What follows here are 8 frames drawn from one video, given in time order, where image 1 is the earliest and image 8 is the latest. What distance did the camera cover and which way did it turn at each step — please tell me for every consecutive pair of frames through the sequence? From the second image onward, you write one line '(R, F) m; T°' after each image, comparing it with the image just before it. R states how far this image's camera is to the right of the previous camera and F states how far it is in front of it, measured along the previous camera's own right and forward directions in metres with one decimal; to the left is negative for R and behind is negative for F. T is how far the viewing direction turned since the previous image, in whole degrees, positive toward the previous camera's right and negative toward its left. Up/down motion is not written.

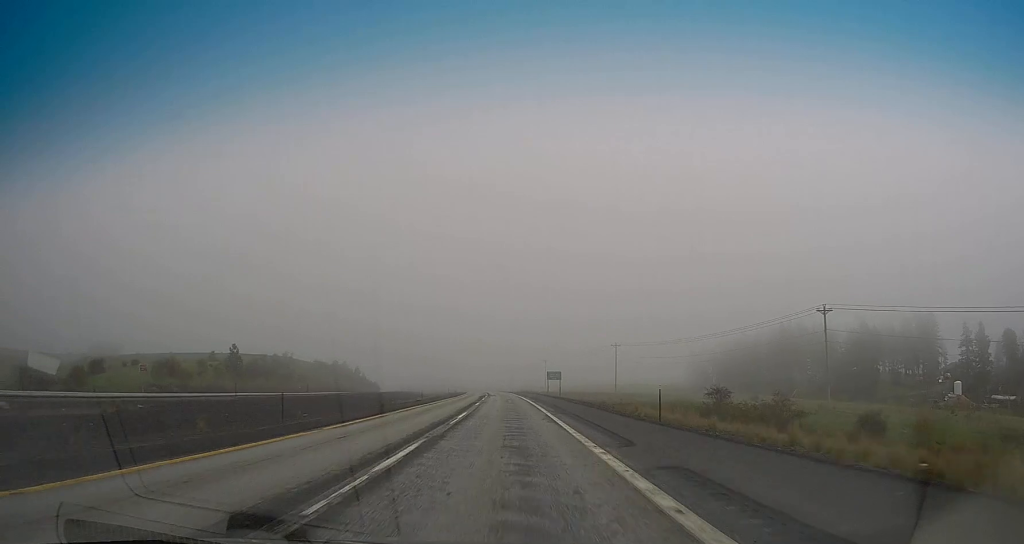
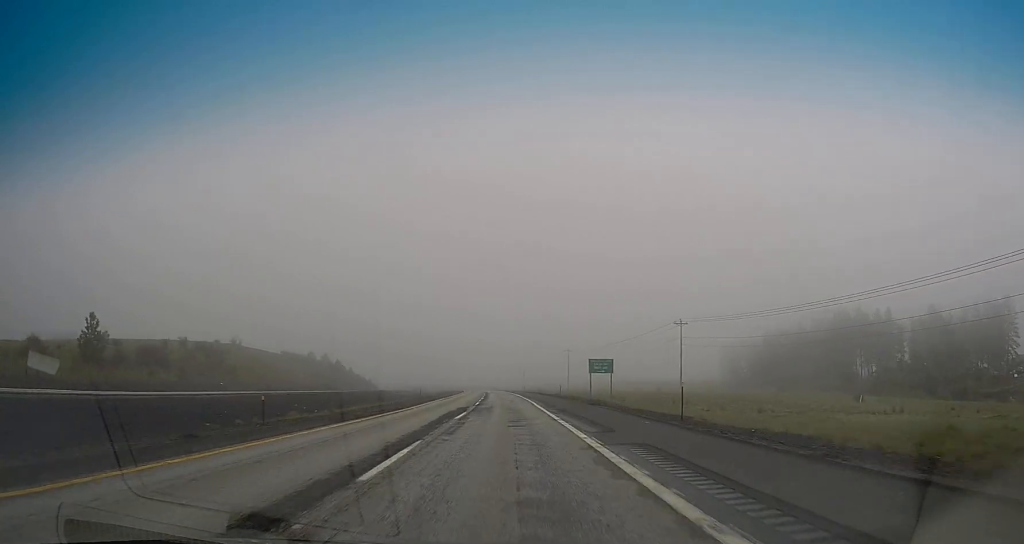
(-0.1, +47.9) m; 0°
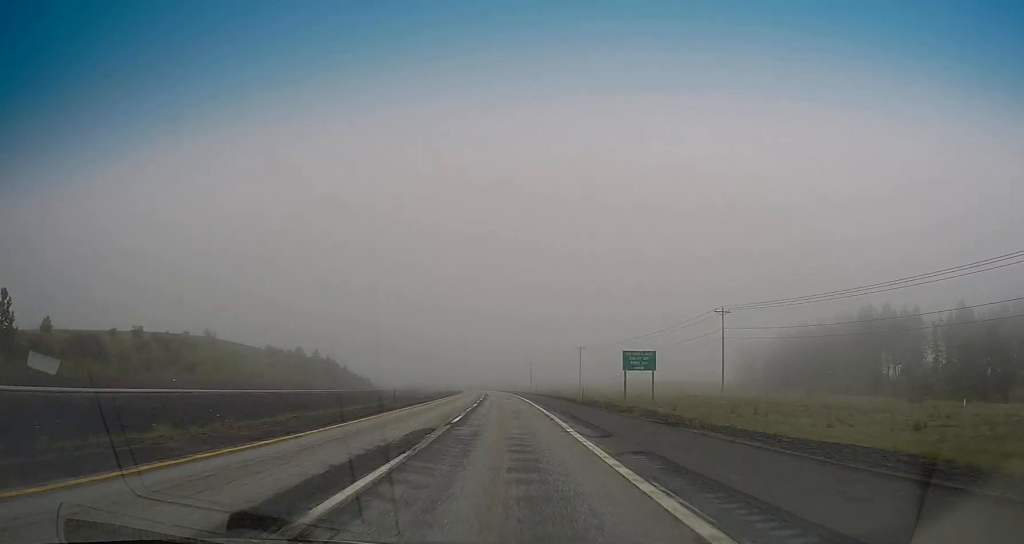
(0.0, +17.6) m; -1°
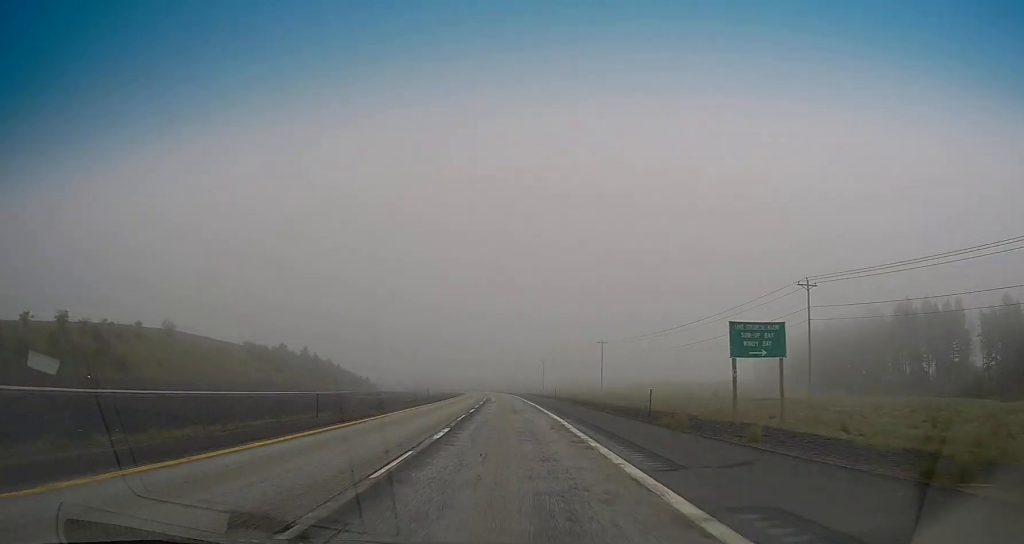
(-0.2, +22.5) m; -1°
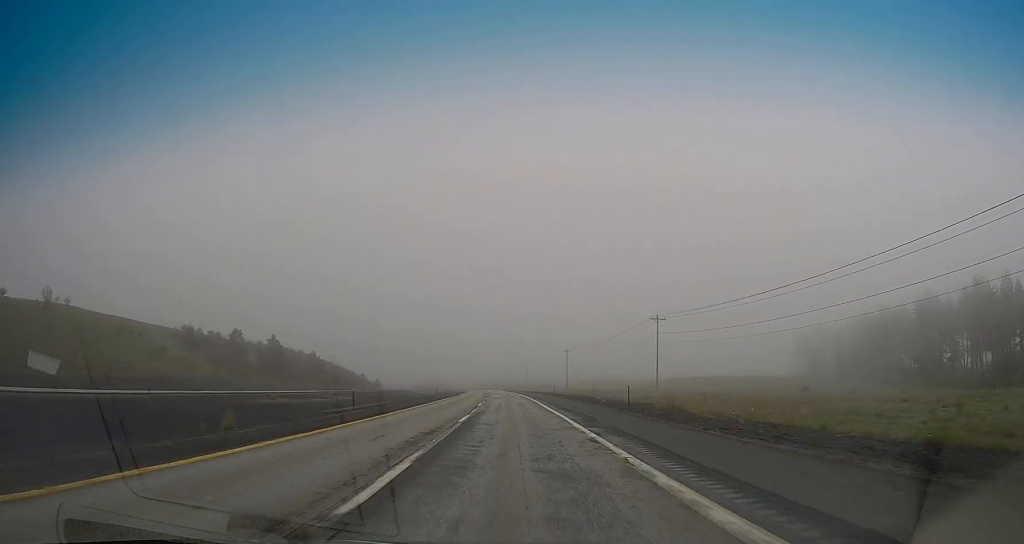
(-0.6, +40.0) m; -1°
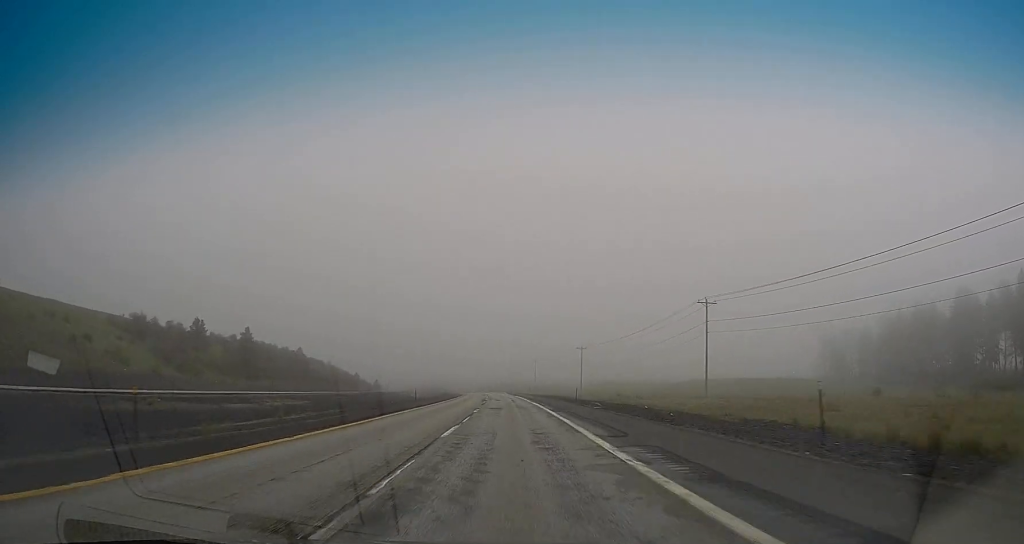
(0.0, +21.5) m; -1°
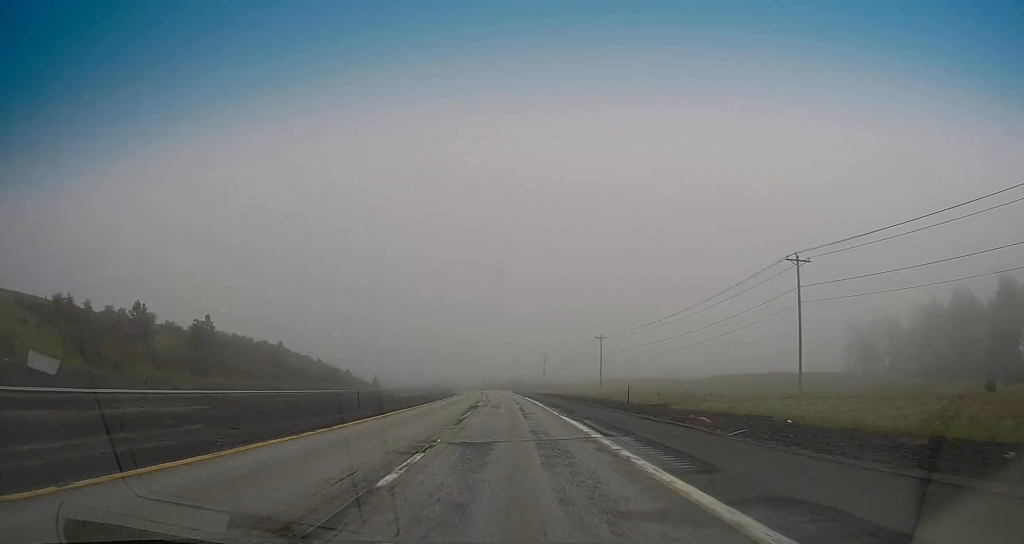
(-0.2, +23.5) m; -1°
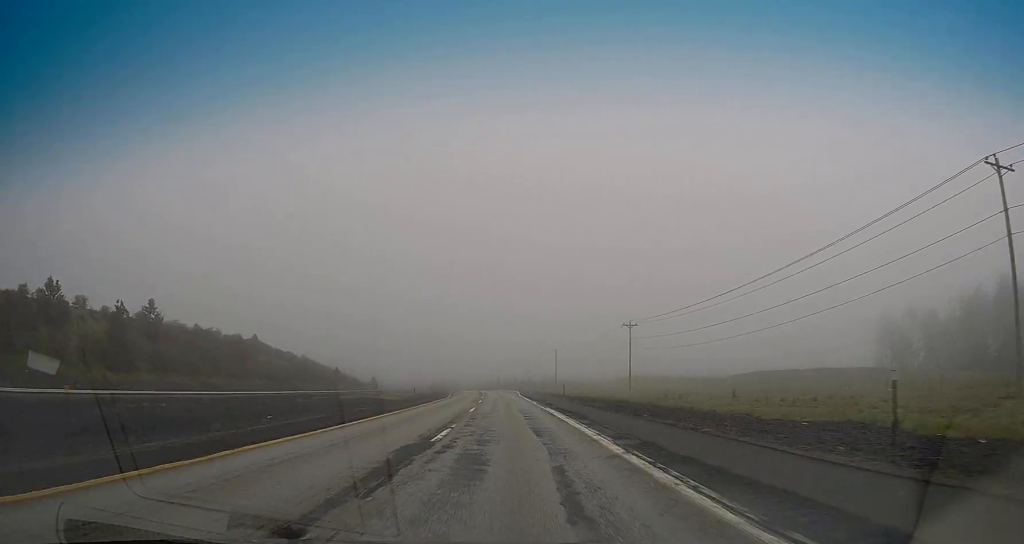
(-0.4, +24.4) m; -1°
